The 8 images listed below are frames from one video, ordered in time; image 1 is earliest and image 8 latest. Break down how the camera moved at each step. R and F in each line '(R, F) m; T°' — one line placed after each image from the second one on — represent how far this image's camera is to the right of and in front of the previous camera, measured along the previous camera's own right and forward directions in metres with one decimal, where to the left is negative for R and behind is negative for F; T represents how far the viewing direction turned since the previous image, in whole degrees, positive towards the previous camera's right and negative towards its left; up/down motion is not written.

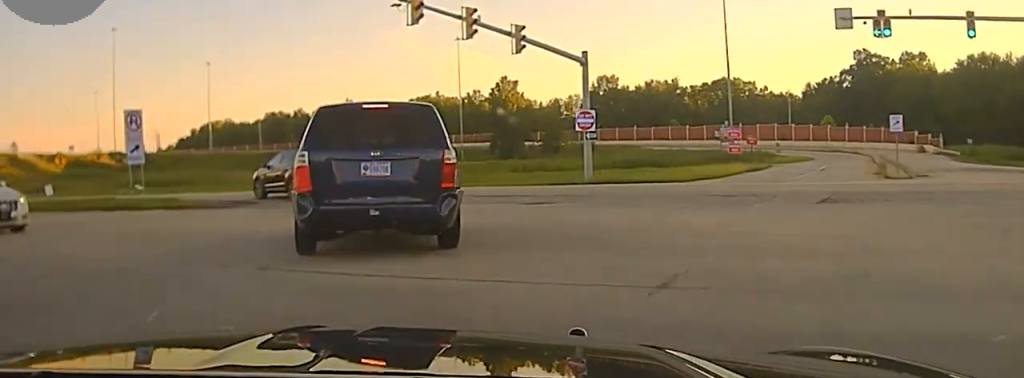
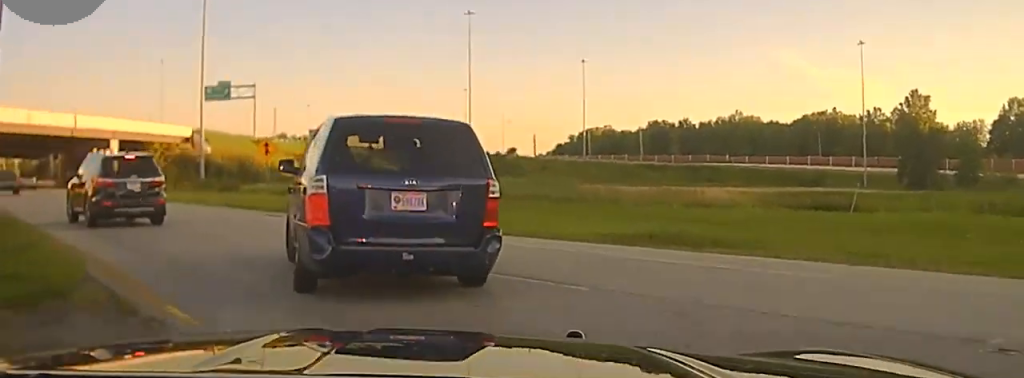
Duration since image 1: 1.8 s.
(0.0, +30.6) m; 0°
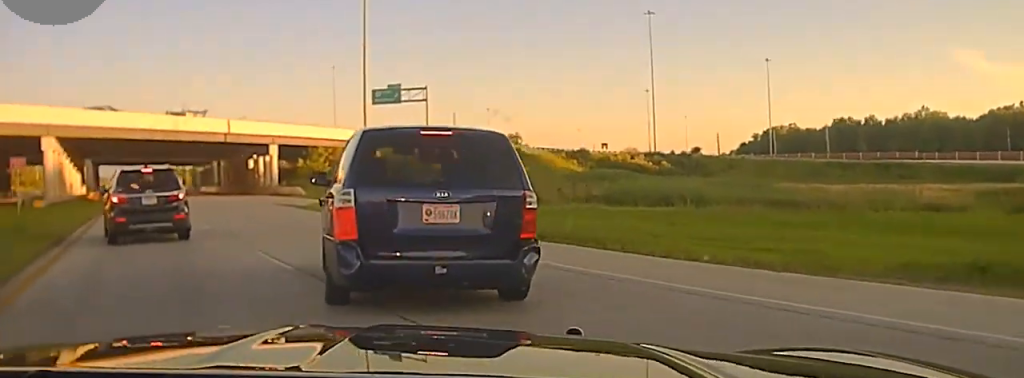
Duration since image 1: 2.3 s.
(0.0, +8.0) m; 0°
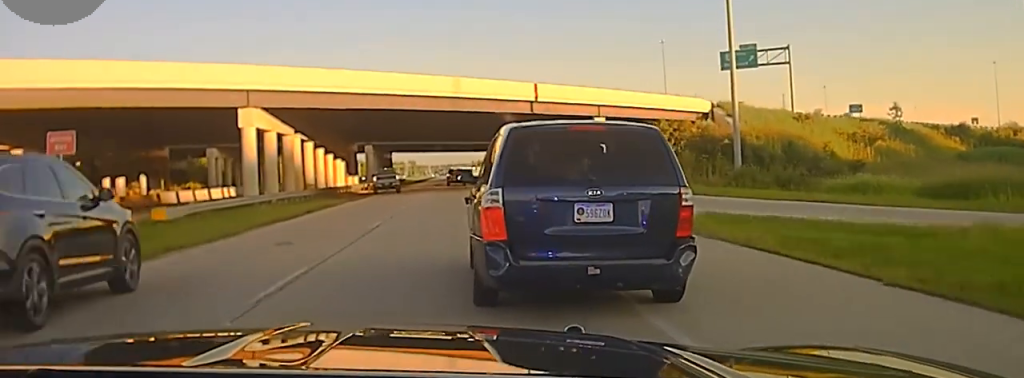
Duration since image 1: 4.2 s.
(0.0, +26.1) m; 0°
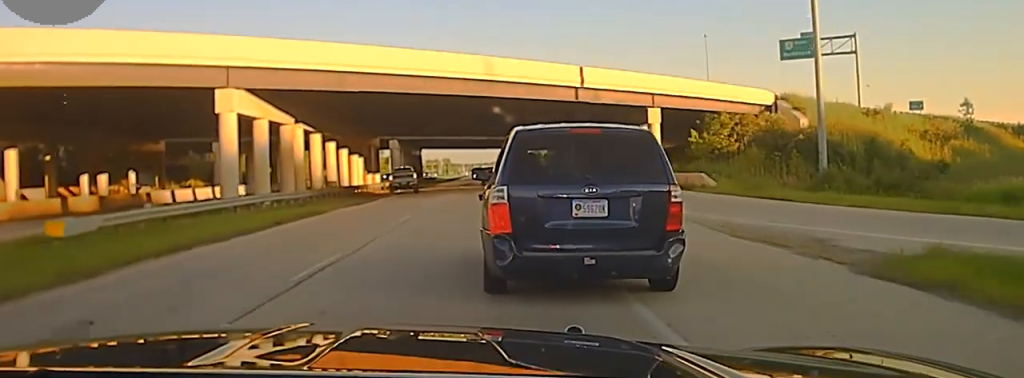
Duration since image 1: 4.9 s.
(0.0, +8.9) m; 0°
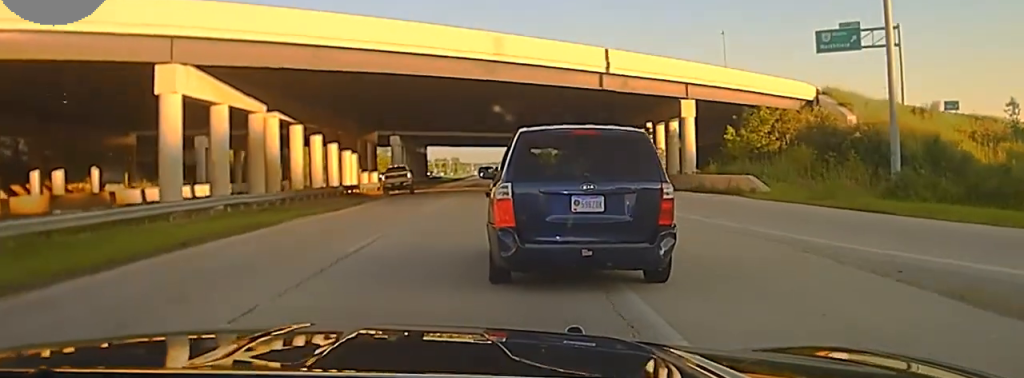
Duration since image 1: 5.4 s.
(0.0, +7.6) m; -2°
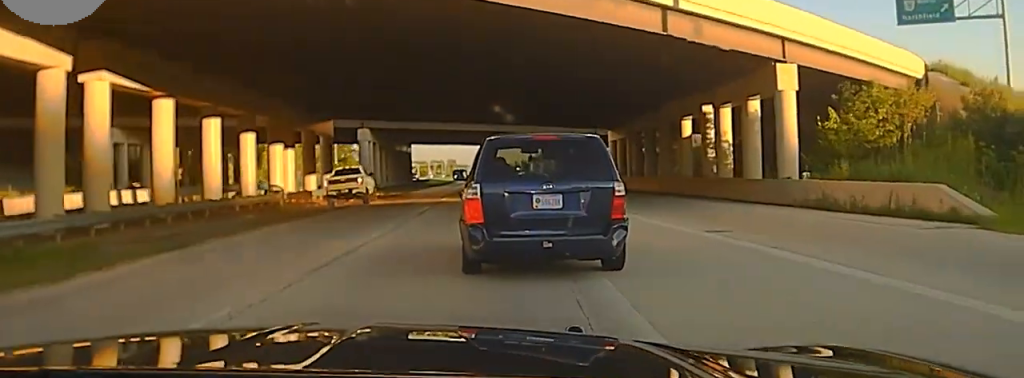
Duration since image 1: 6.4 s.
(-0.6, +17.2) m; -12°
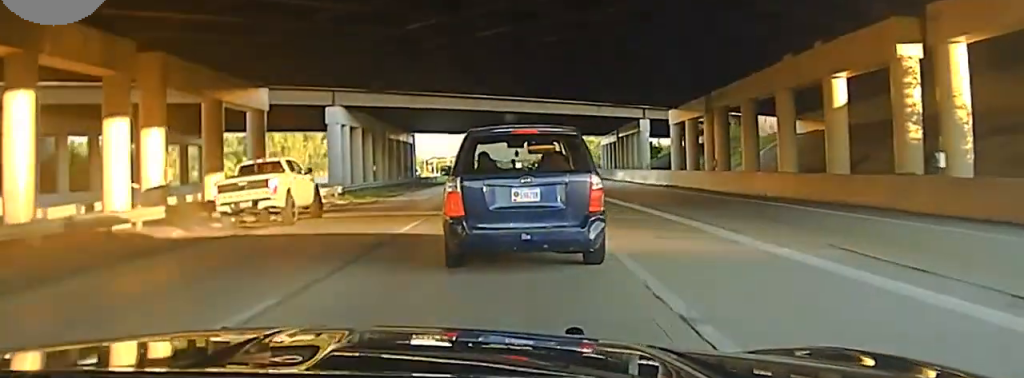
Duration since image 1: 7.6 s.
(-4.3, +20.3) m; -20°
